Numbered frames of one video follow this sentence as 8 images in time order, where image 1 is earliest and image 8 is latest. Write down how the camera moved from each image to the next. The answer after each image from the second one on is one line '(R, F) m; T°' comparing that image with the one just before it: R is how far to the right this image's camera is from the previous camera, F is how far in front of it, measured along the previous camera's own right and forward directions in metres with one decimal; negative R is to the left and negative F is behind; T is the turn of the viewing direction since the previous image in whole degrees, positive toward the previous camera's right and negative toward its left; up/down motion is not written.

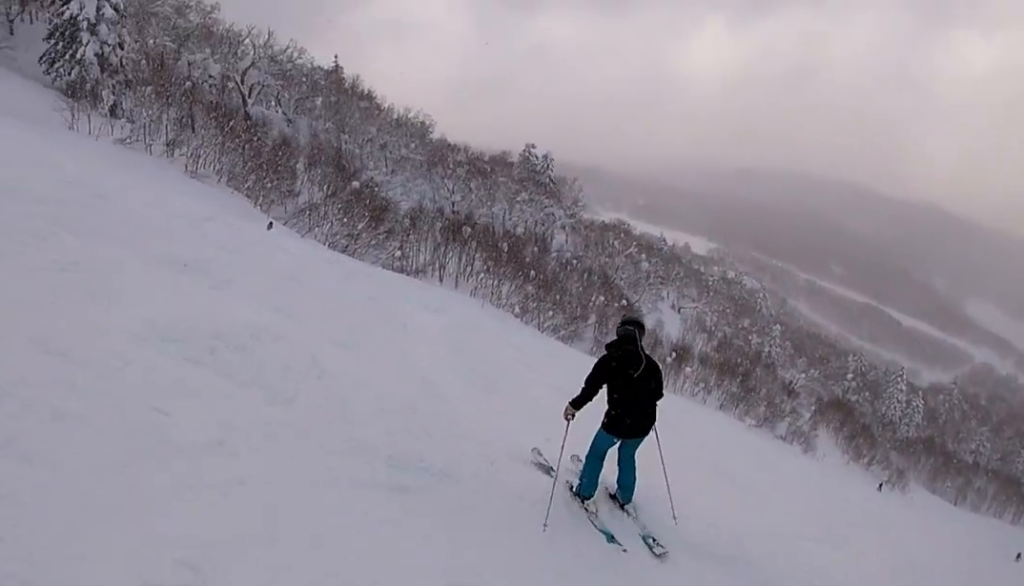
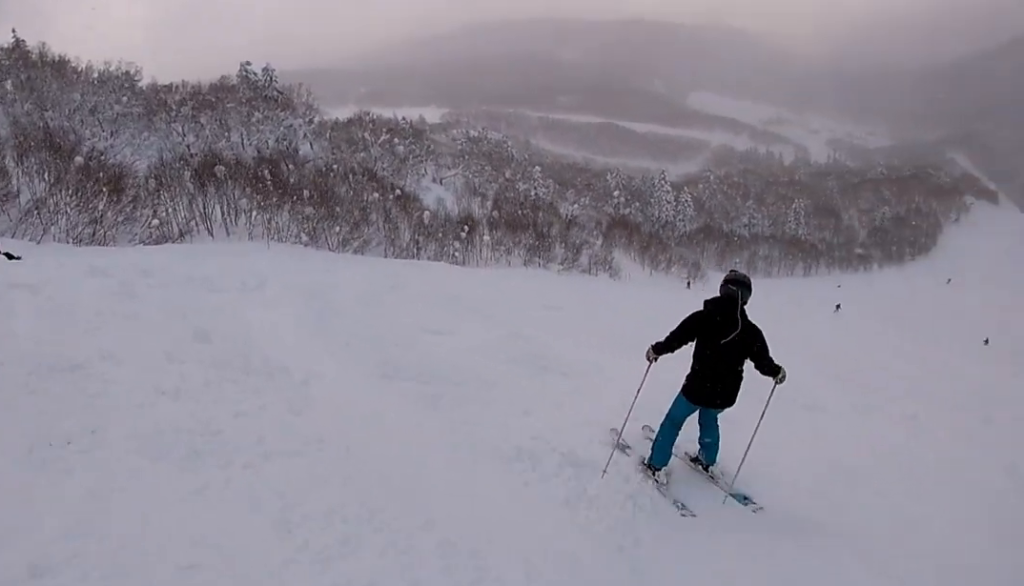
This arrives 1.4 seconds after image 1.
(-0.3, +5.6) m; +1°
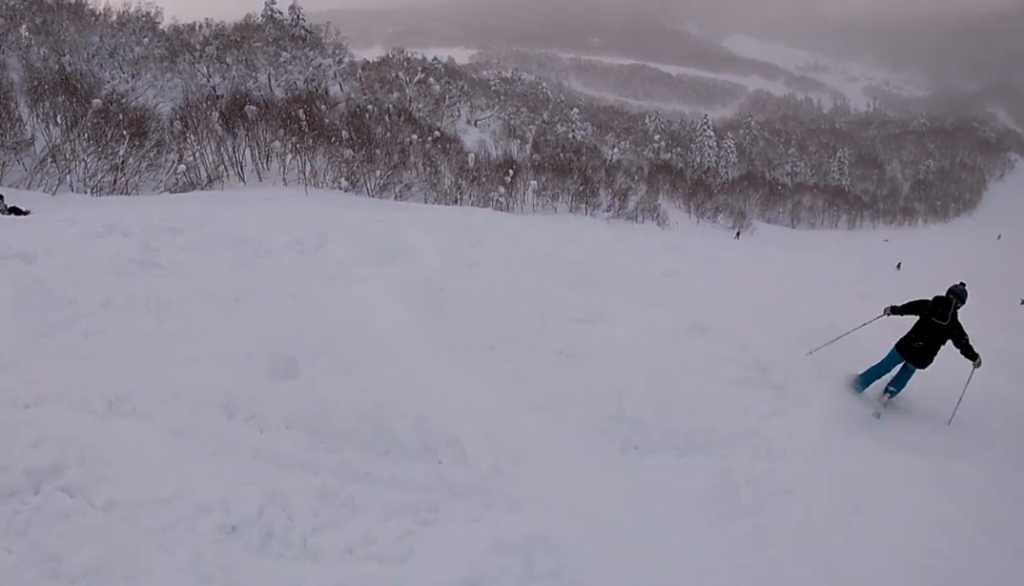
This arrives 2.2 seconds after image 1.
(-0.1, +3.4) m; +21°
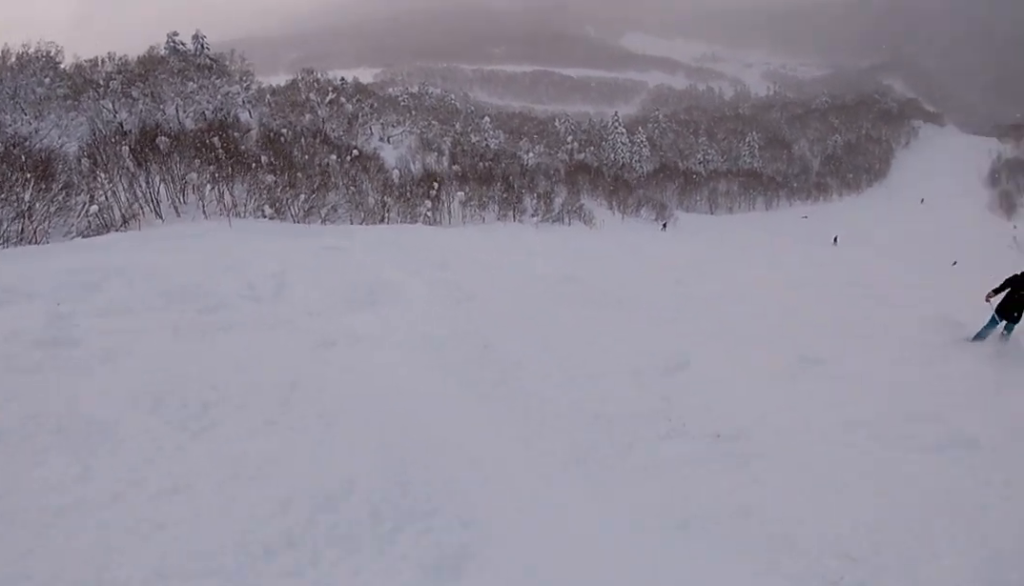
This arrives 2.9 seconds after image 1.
(+0.9, +2.6) m; +35°
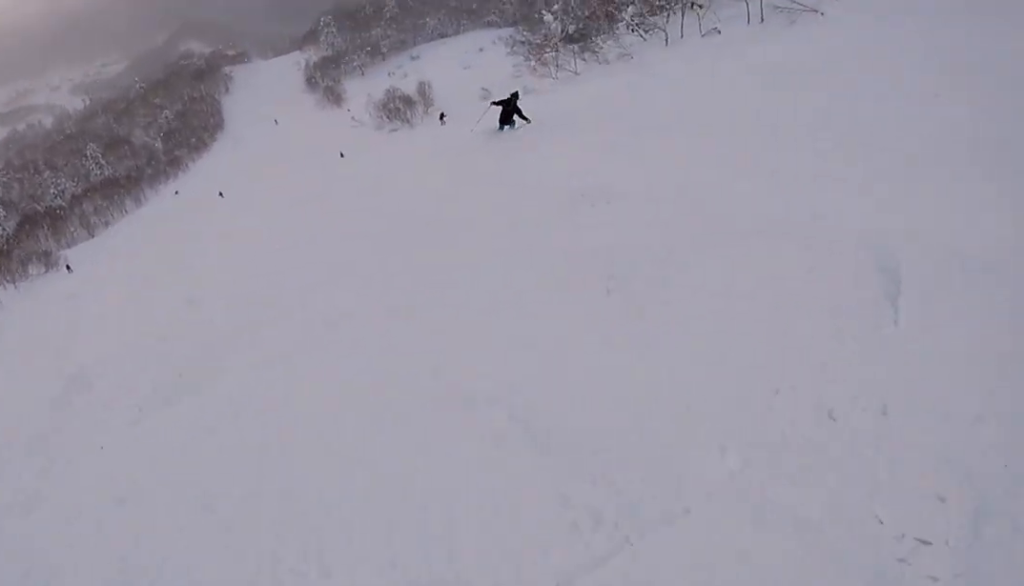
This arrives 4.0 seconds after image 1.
(+2.1, +3.8) m; +53°
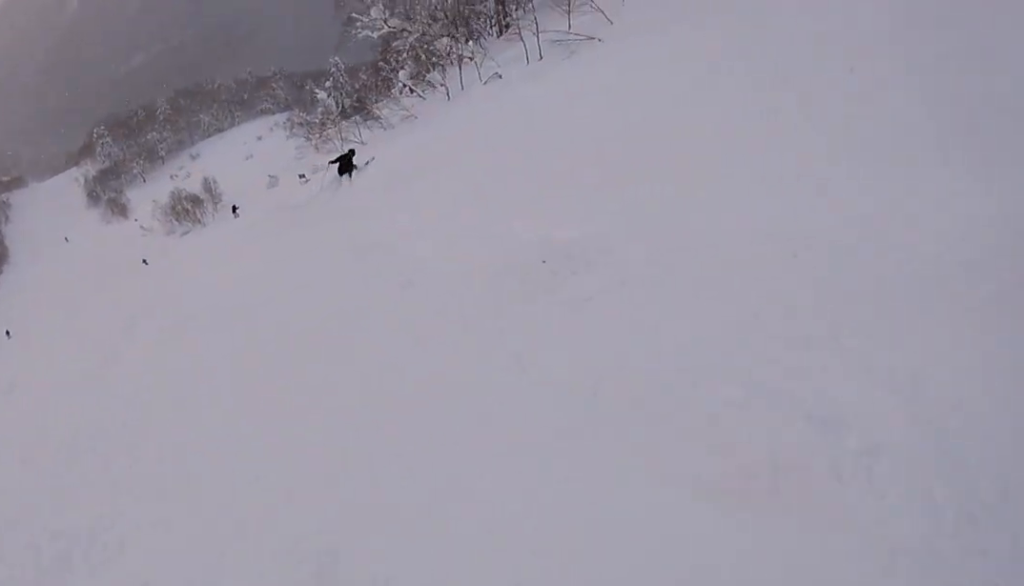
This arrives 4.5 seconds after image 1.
(+0.5, +2.4) m; +14°
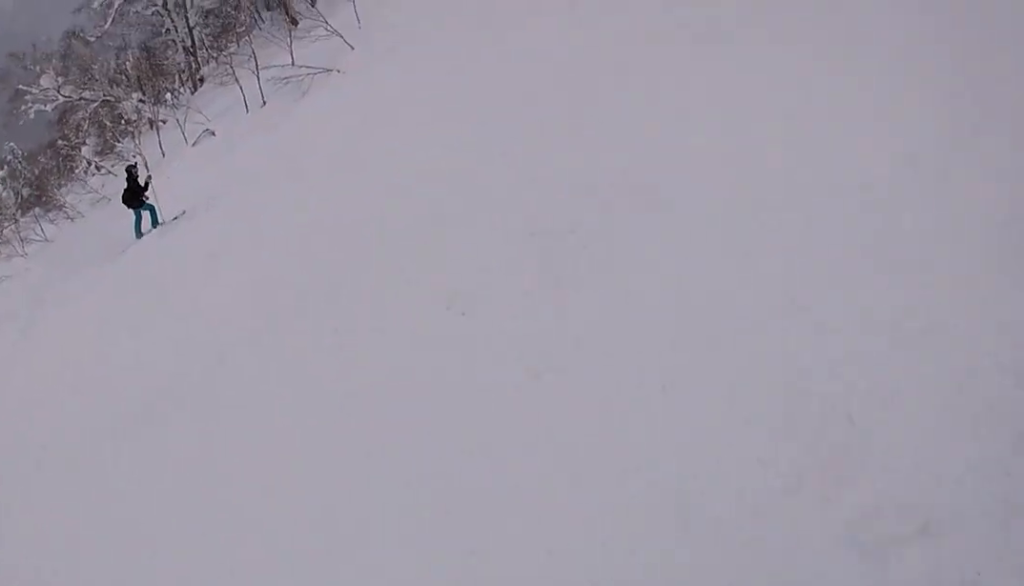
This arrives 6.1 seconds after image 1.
(+1.0, +8.6) m; +5°
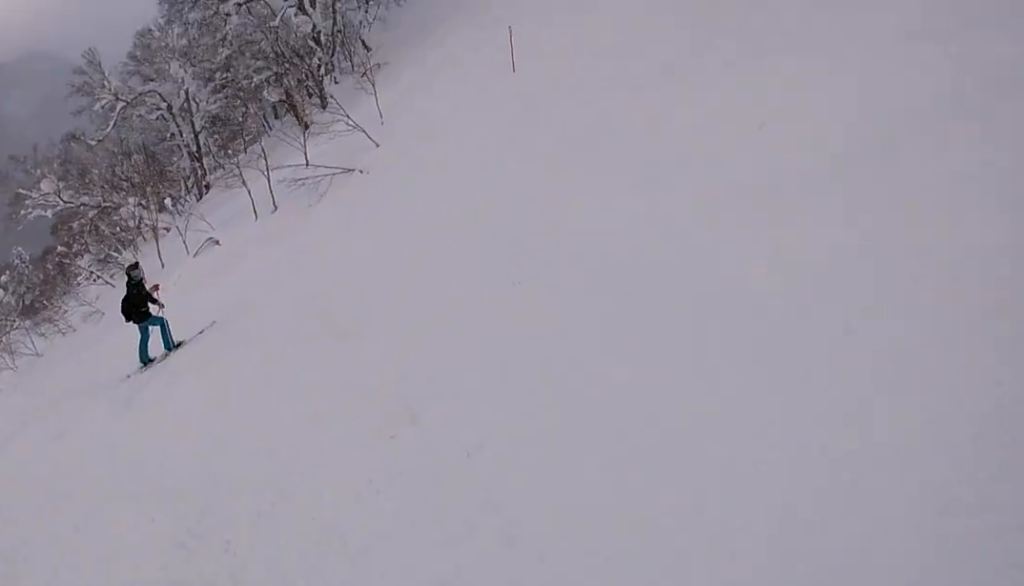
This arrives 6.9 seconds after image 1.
(+0.3, +3.9) m; +6°
